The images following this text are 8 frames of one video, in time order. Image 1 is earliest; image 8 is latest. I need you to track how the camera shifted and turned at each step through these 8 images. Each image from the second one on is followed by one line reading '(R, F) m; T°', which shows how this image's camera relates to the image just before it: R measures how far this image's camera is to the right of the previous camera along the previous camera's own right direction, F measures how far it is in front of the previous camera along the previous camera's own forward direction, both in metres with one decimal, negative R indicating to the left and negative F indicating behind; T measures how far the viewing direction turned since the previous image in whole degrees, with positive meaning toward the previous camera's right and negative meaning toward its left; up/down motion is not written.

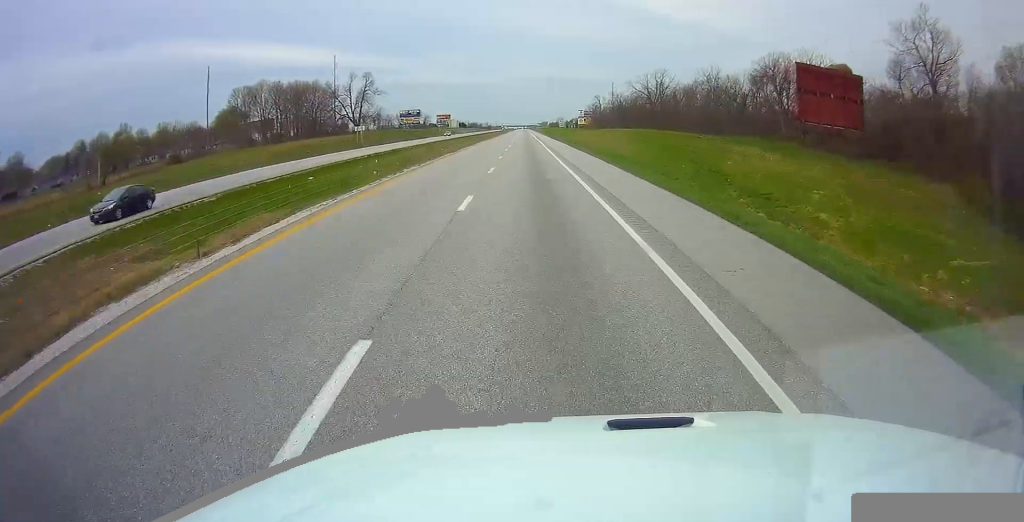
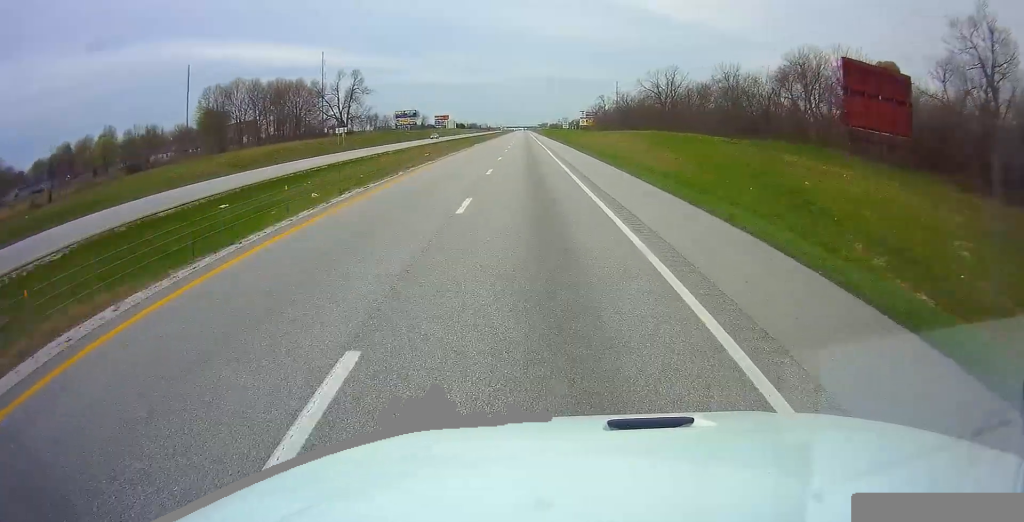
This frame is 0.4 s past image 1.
(0.0, +12.4) m; 0°
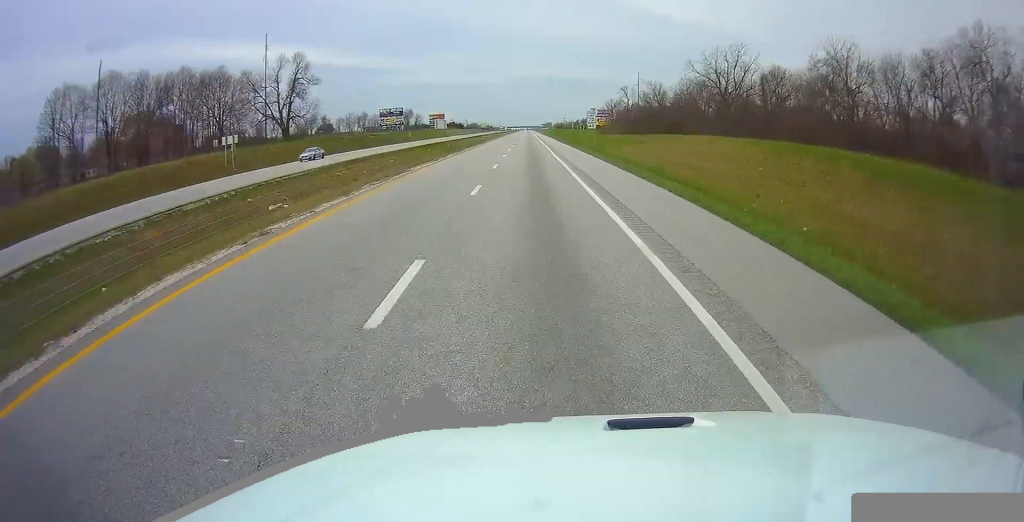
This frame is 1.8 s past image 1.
(-0.1, +44.3) m; 0°
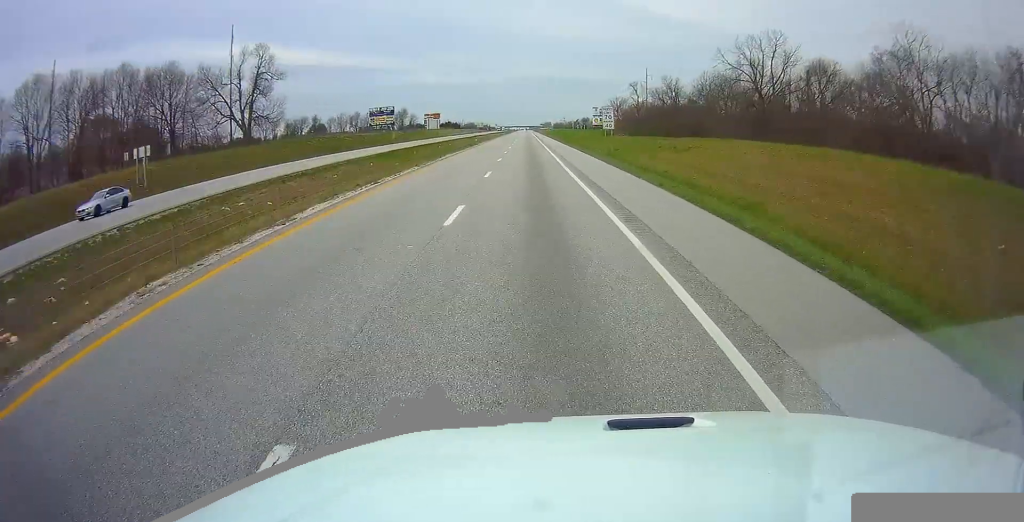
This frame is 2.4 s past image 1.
(+0.1, +17.5) m; 0°
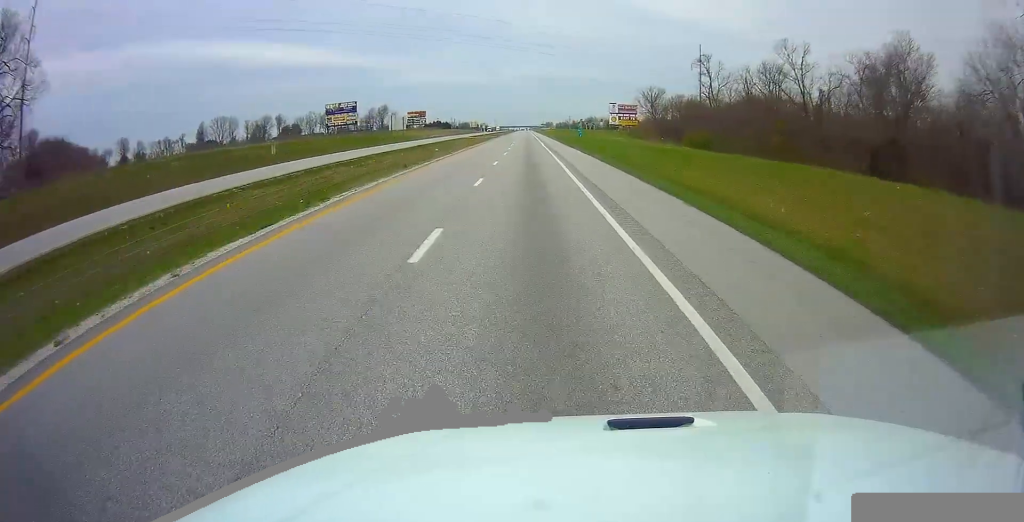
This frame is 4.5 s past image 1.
(+0.1, +64.0) m; +1°
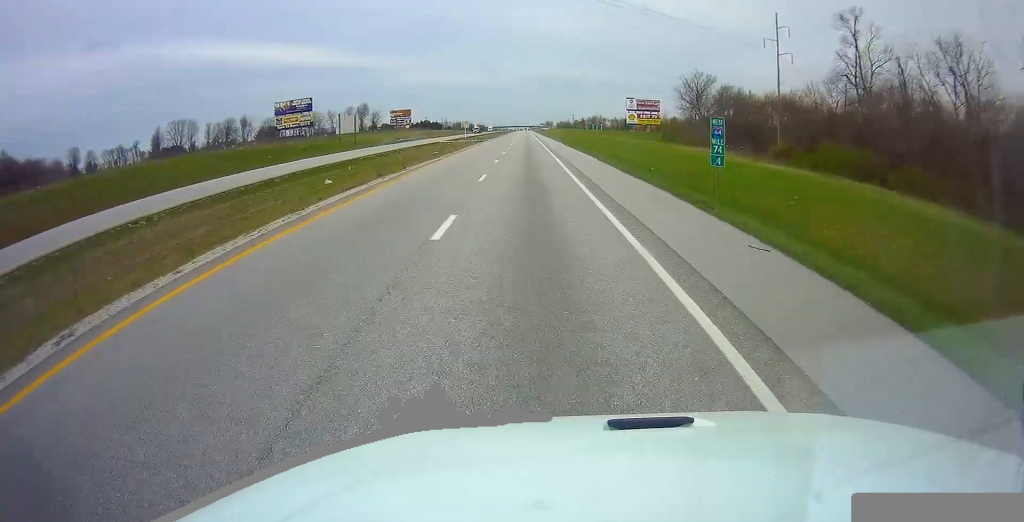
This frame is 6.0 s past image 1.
(0.0, +46.5) m; -1°
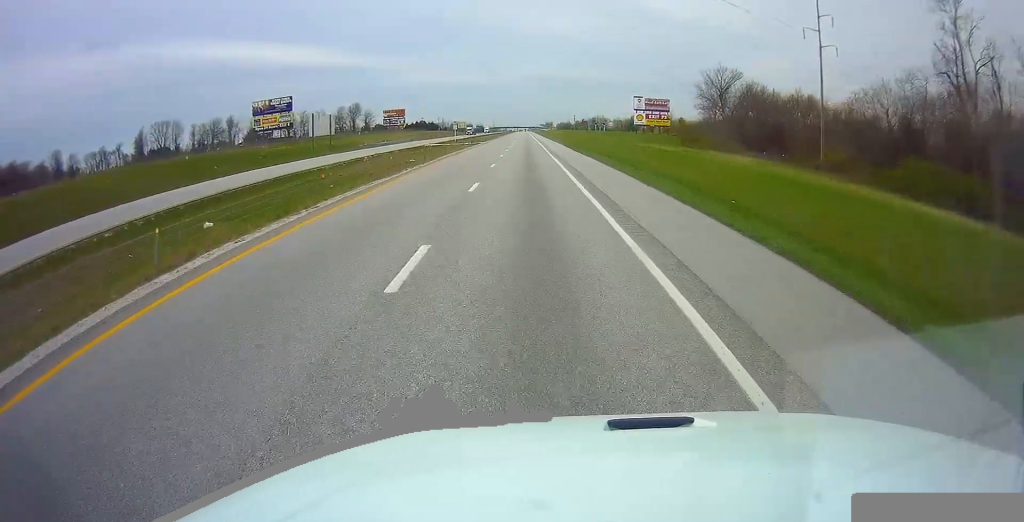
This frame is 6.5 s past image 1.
(-0.1, +15.5) m; 0°
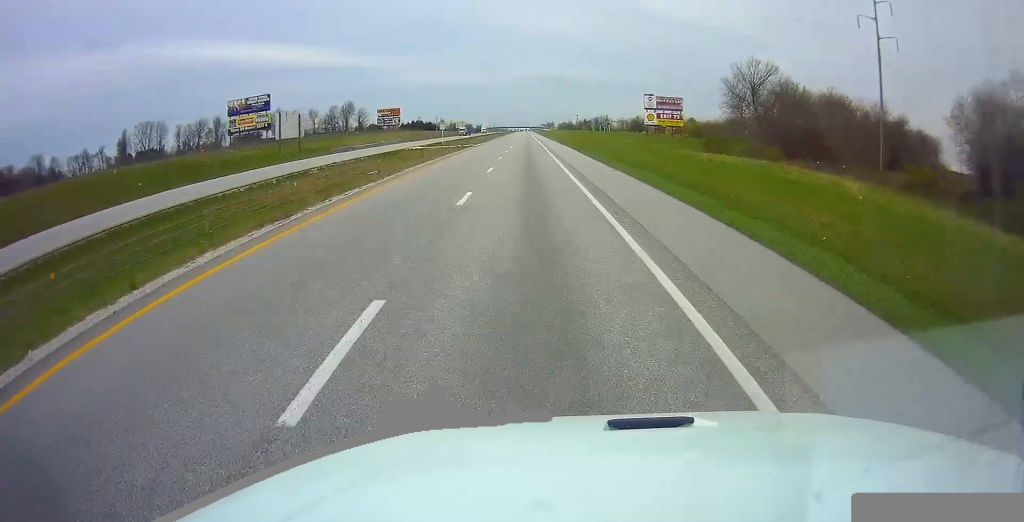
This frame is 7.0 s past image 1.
(+0.1, +15.5) m; 0°
